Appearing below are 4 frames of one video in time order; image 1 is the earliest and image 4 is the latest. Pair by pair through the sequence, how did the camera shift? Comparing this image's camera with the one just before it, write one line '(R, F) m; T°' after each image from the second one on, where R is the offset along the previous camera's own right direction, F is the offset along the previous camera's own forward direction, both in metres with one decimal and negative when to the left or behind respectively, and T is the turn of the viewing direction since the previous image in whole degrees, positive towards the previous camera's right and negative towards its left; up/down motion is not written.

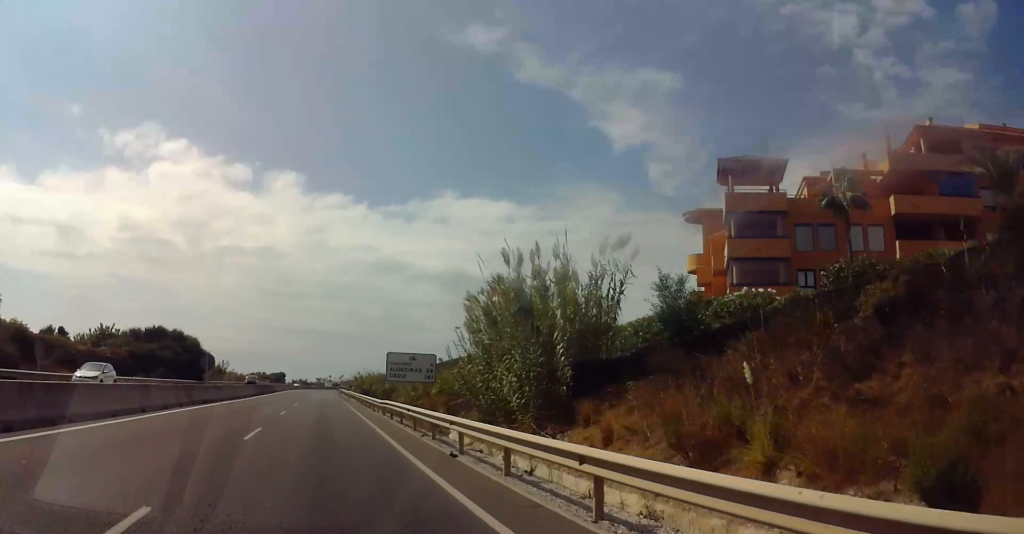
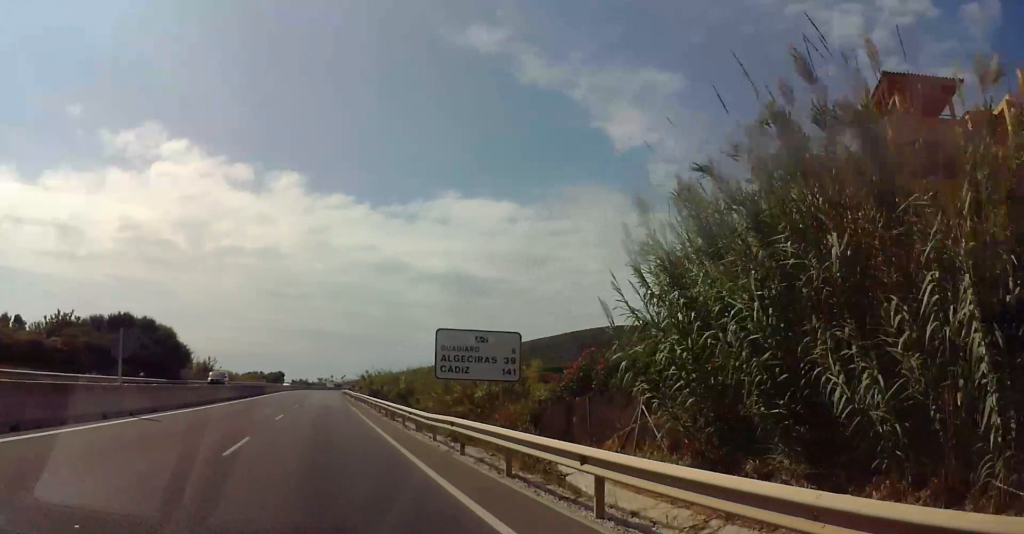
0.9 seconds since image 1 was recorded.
(0.0, +16.9) m; +1°
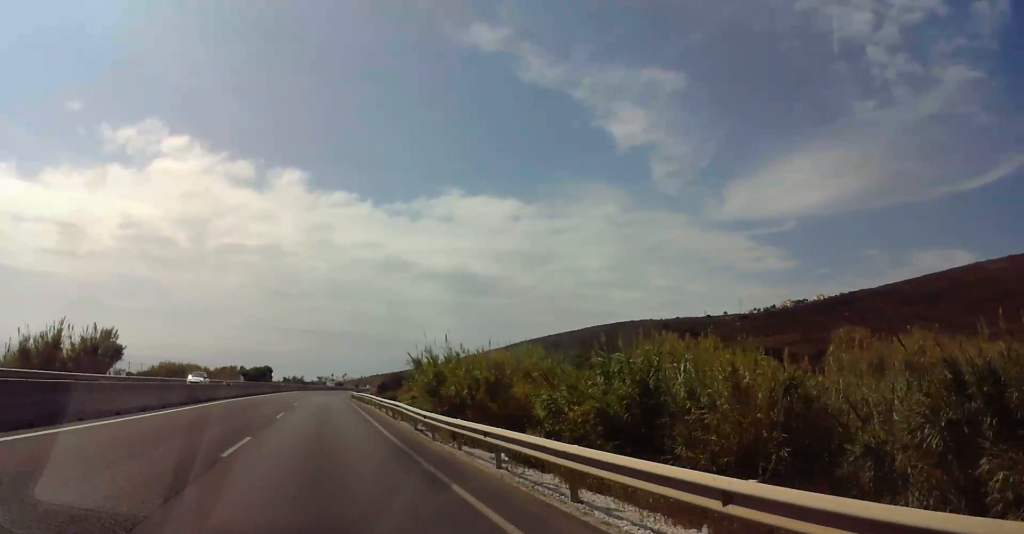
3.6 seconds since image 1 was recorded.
(0.0, +50.8) m; 0°
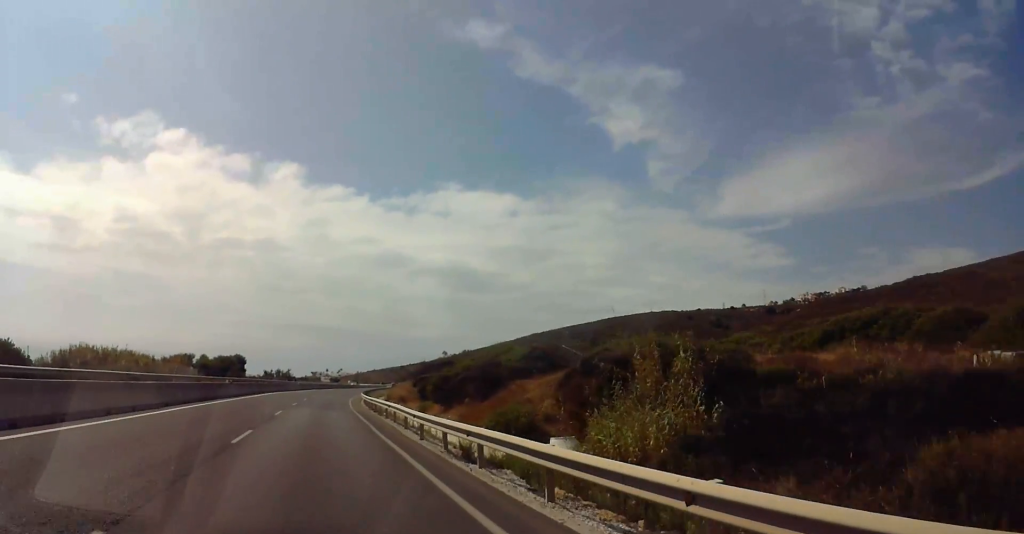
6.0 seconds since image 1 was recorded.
(+1.2, +48.0) m; +1°
